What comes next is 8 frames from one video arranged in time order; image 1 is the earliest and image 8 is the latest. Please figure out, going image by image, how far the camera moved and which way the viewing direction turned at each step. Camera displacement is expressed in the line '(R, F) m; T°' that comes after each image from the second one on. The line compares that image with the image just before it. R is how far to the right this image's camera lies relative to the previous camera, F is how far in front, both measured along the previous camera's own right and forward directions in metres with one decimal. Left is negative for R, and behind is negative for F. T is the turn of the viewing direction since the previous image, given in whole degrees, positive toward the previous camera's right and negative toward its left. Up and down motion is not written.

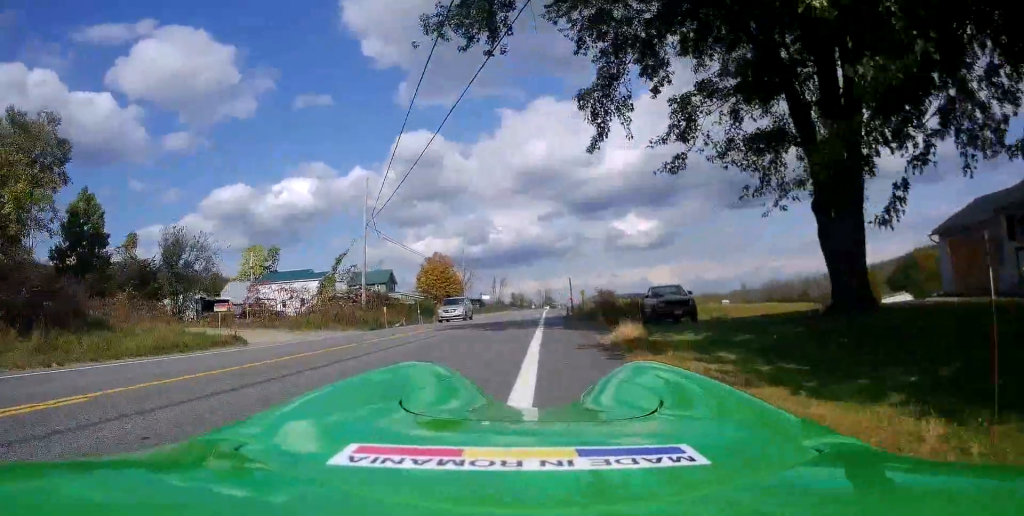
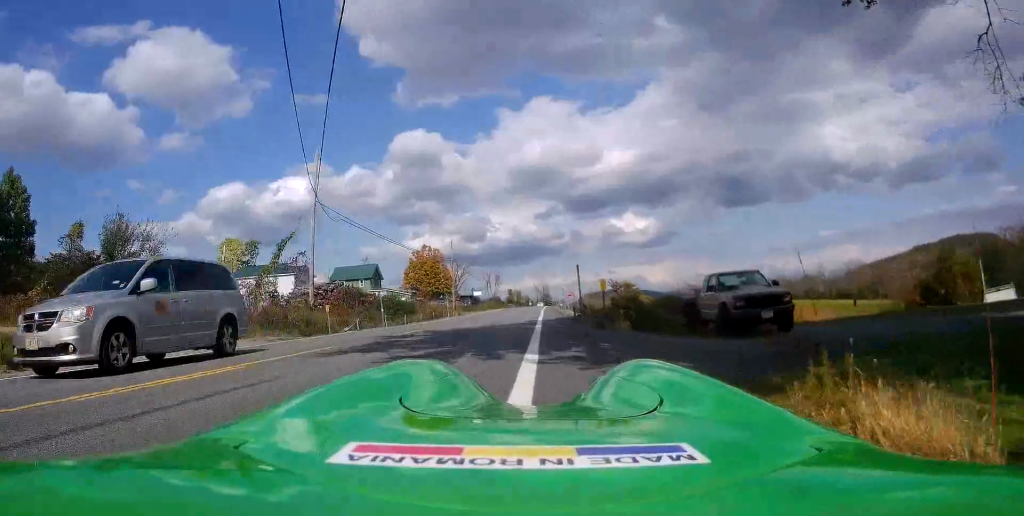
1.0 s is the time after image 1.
(+0.1, +9.8) m; +1°
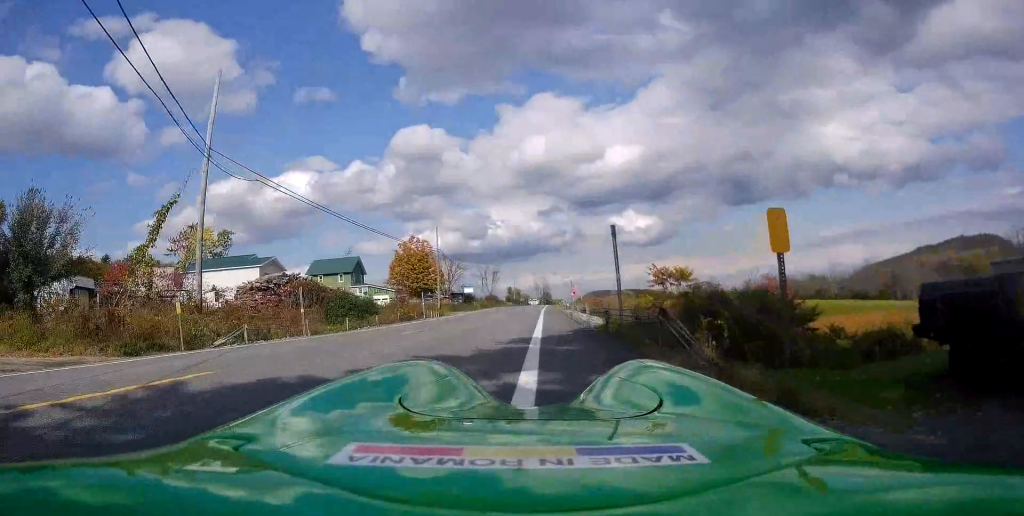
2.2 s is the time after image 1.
(+0.2, +12.4) m; +1°
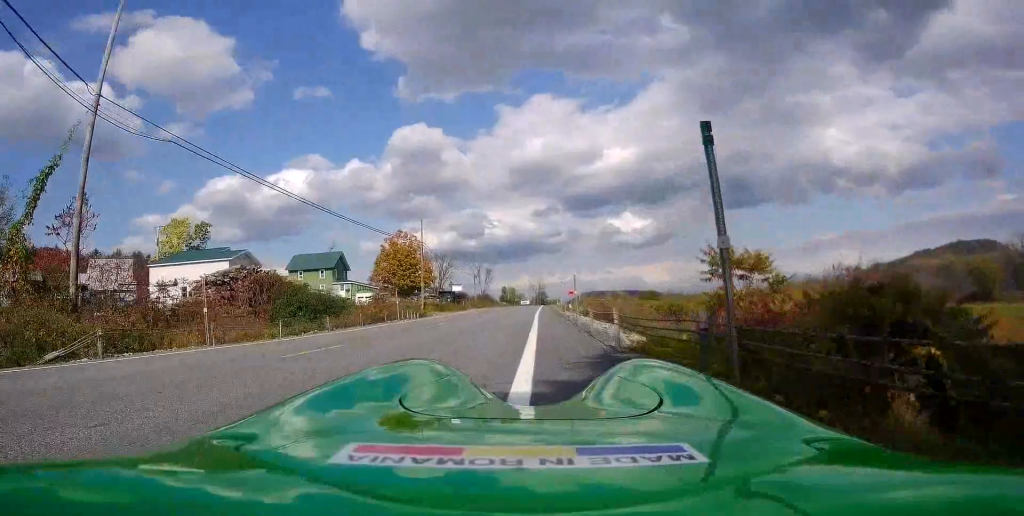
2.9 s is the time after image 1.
(+0.1, +6.9) m; 0°
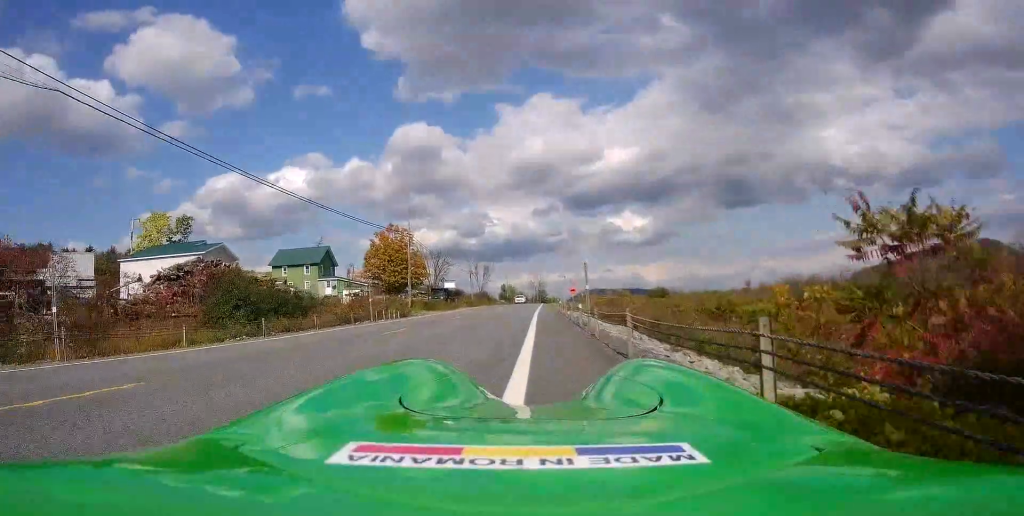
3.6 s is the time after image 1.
(0.0, +6.5) m; 0°
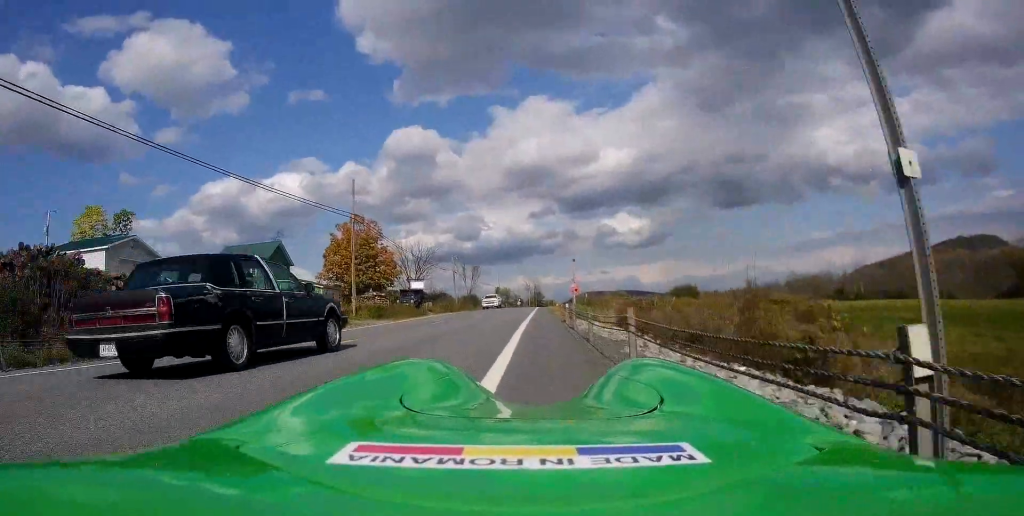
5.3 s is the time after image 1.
(0.0, +16.7) m; -2°
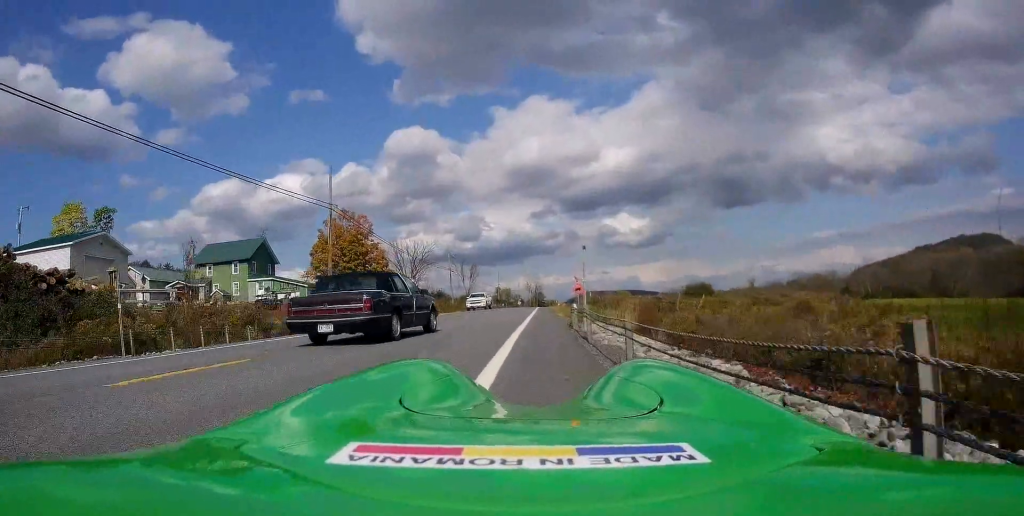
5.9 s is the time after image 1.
(-0.2, +5.0) m; 0°
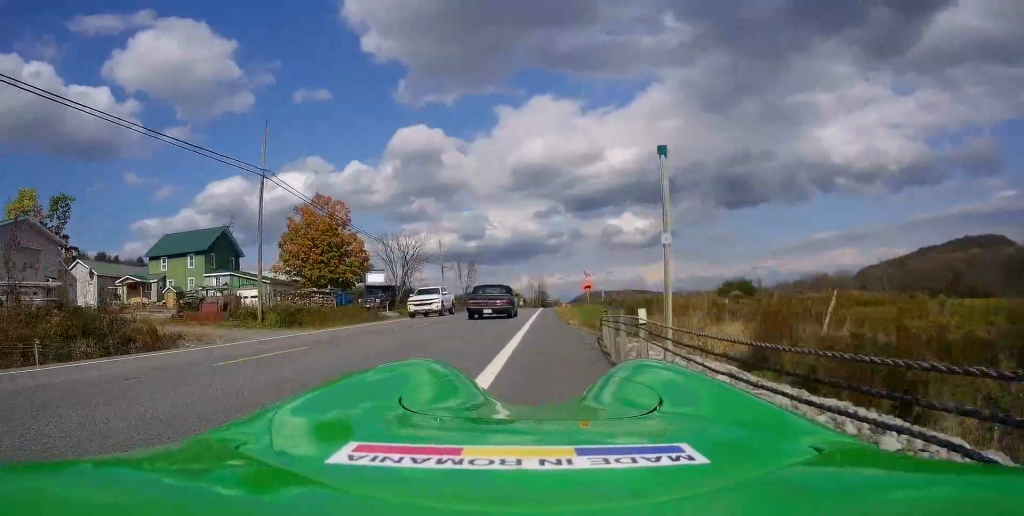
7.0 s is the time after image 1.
(+0.1, +10.2) m; +2°
